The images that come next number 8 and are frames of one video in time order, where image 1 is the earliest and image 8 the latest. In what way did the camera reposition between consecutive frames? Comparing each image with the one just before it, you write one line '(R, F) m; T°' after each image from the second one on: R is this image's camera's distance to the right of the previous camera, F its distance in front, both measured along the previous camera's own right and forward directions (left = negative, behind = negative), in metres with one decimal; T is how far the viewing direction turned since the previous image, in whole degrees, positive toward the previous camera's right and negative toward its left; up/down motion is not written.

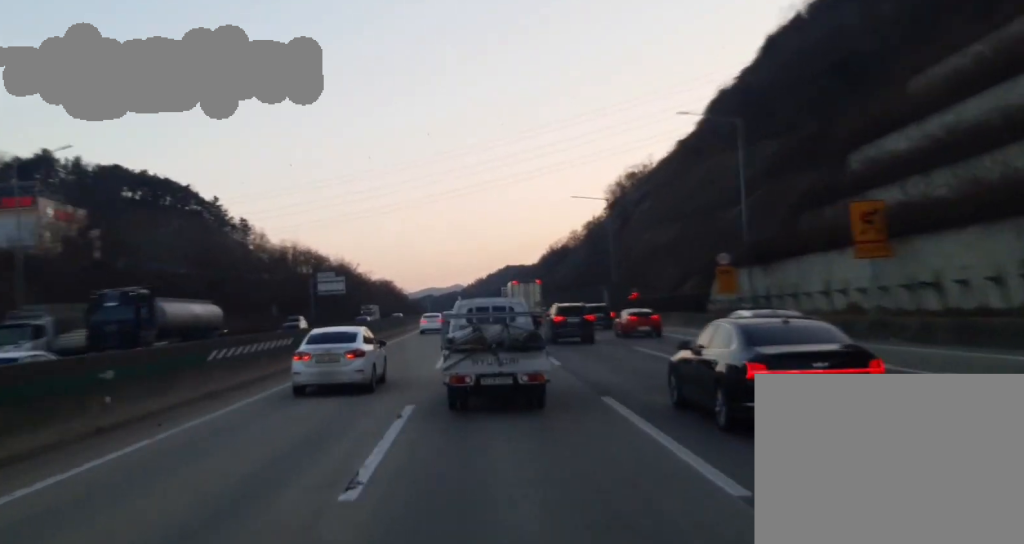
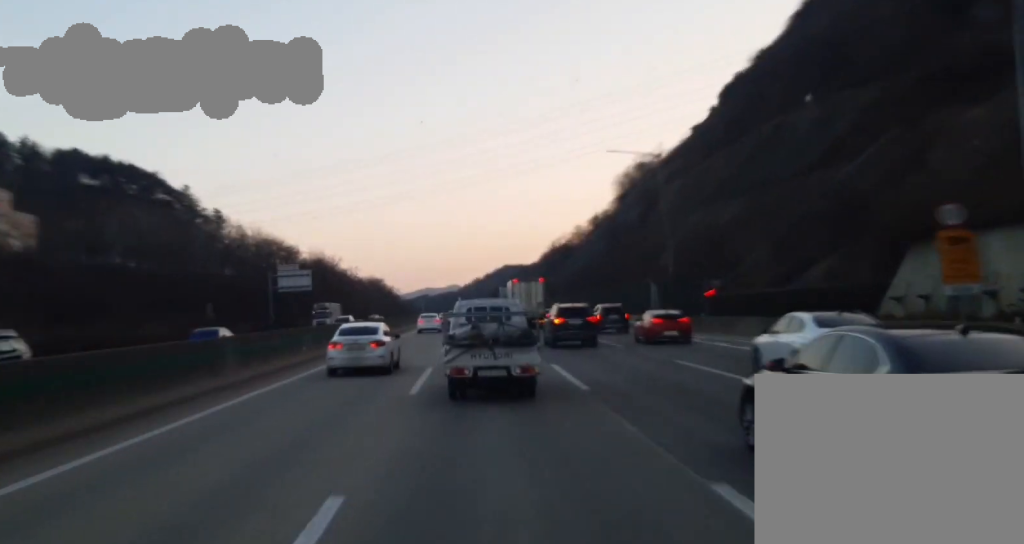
(+0.5, +28.2) m; 0°
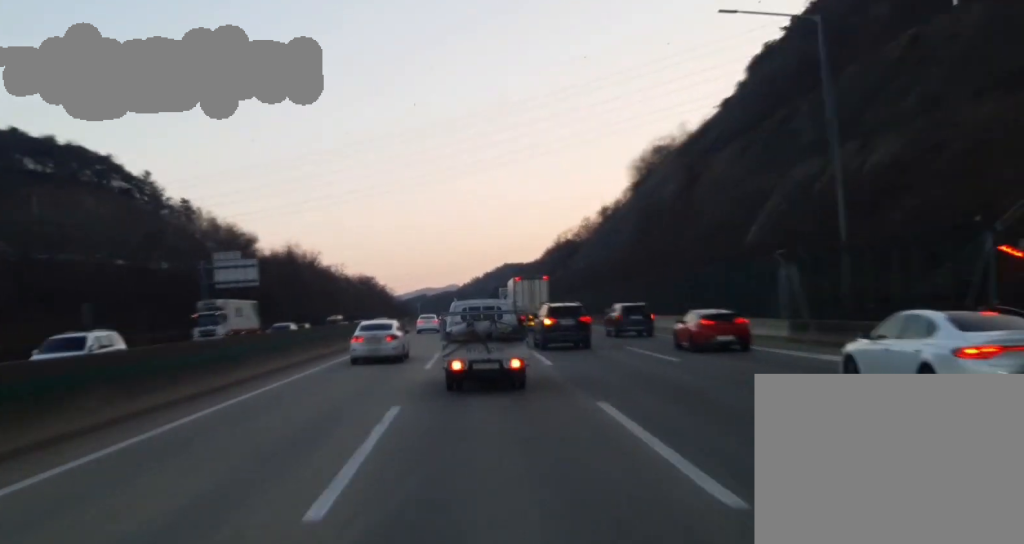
(+0.1, +31.2) m; 0°
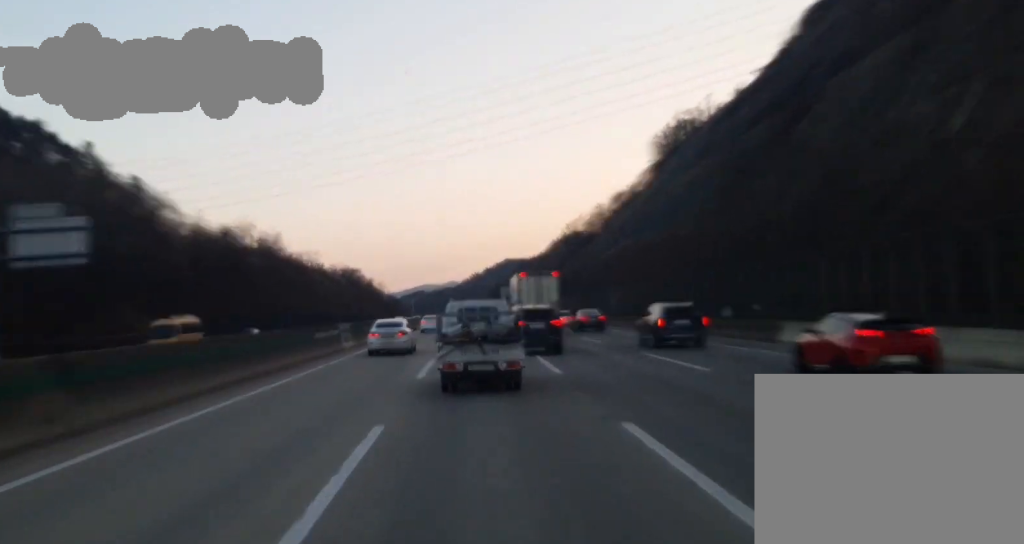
(-0.3, +42.9) m; -1°
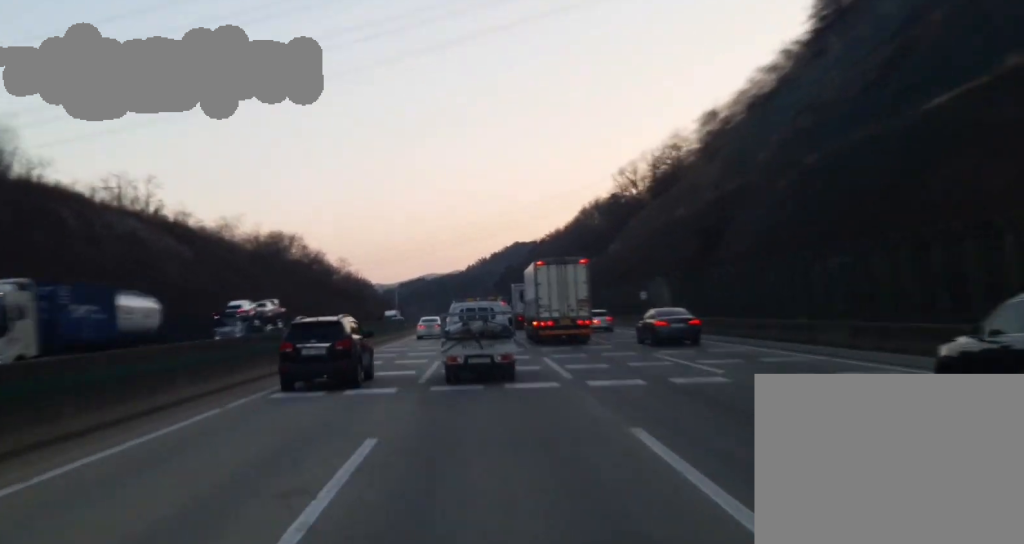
(-0.7, +120.5) m; 0°
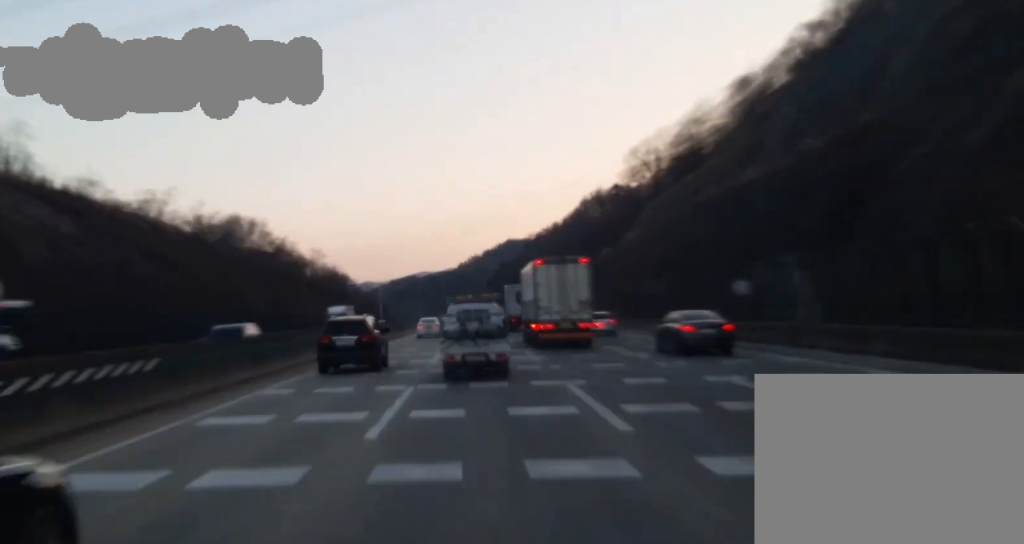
(+0.1, +29.9) m; 0°
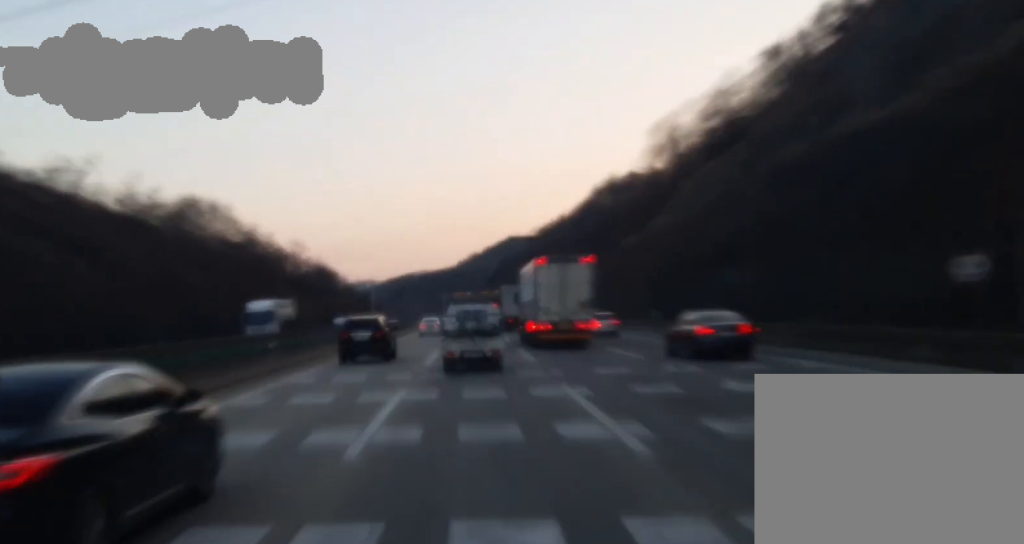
(0.0, +21.7) m; 0°
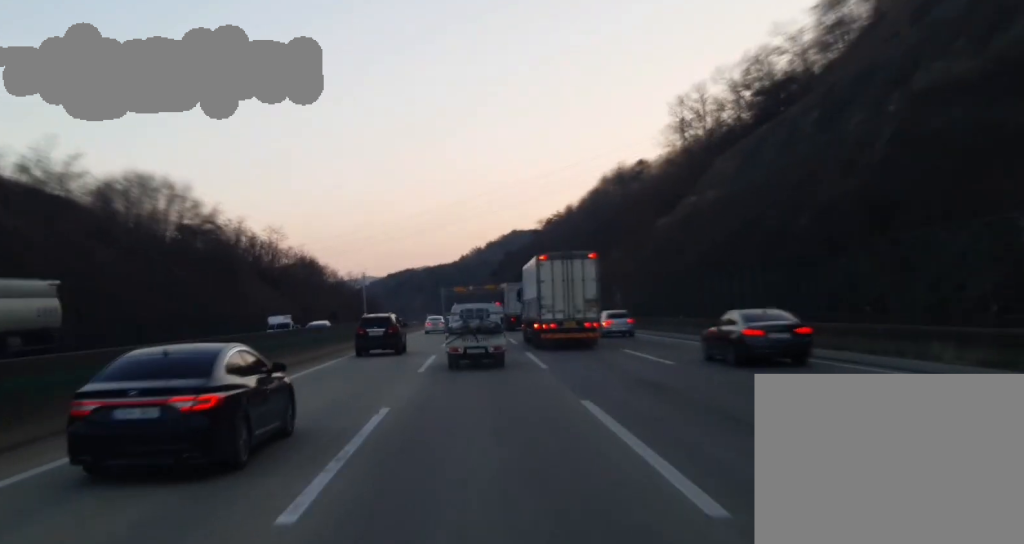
(-0.1, +24.7) m; 0°
